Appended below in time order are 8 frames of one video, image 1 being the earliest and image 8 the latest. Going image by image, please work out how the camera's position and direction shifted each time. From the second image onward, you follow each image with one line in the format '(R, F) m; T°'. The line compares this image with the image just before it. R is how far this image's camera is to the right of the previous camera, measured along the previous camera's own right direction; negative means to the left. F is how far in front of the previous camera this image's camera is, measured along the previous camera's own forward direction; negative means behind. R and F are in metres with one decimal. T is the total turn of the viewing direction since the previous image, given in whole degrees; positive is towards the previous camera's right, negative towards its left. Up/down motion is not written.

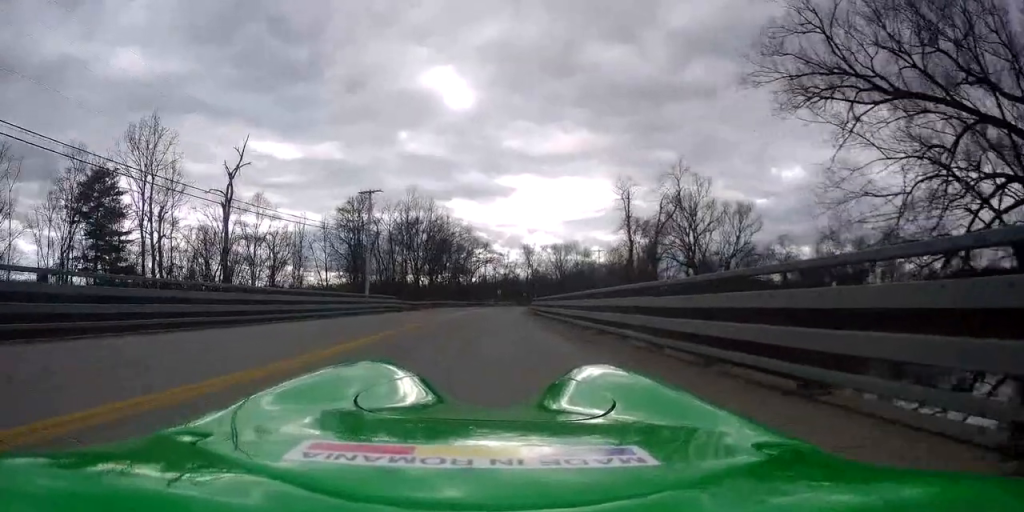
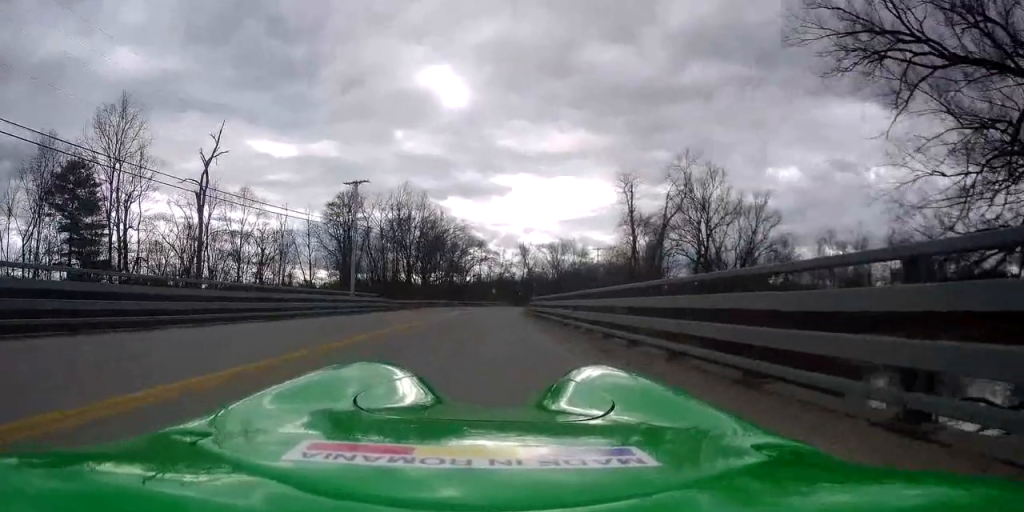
(+0.3, +3.9) m; +1°
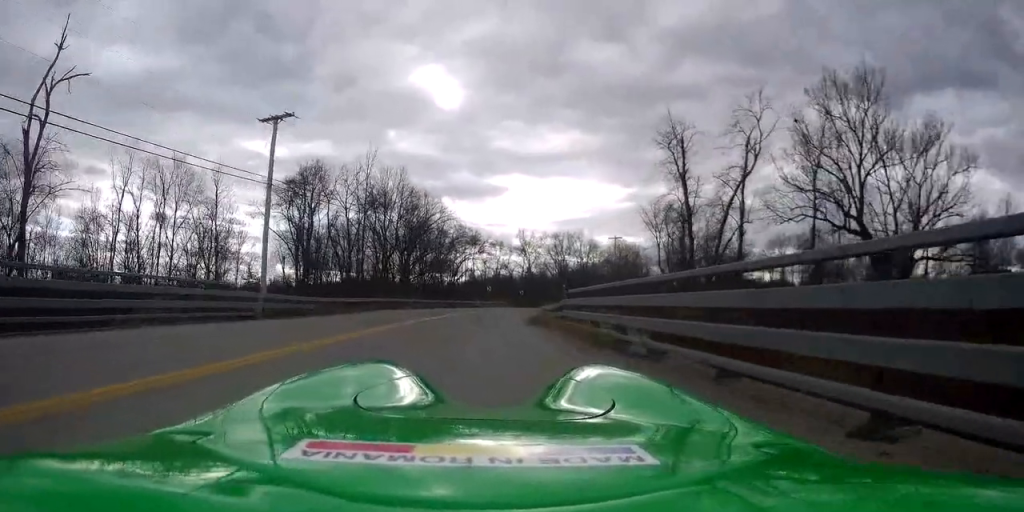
(-0.7, +19.8) m; -2°
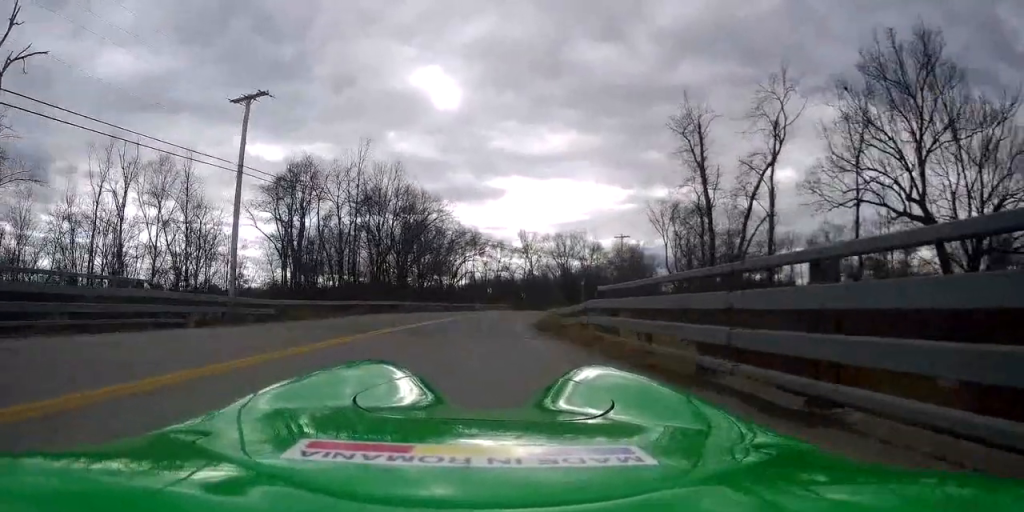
(+0.1, +4.2) m; +1°
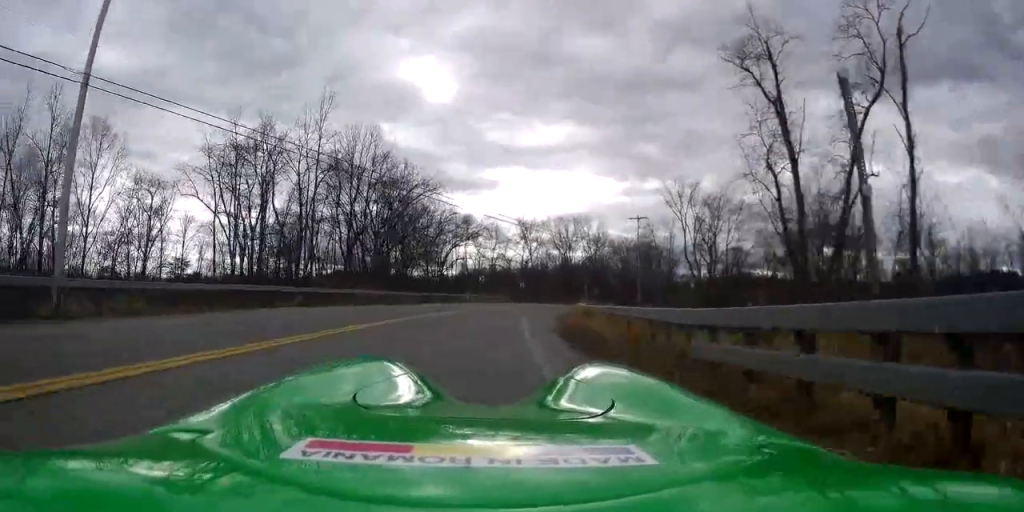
(+0.2, +13.3) m; -1°
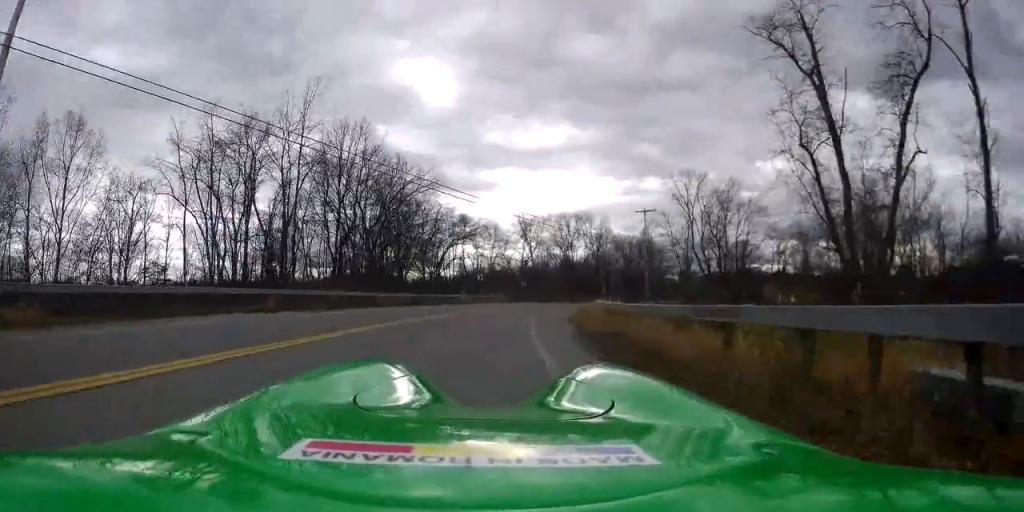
(0.0, +4.3) m; +1°
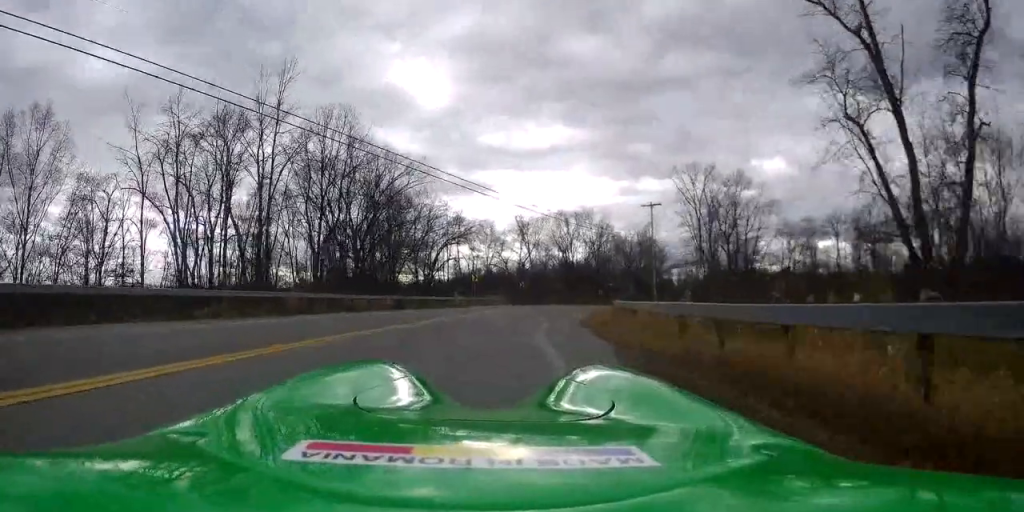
(0.0, +4.7) m; +2°
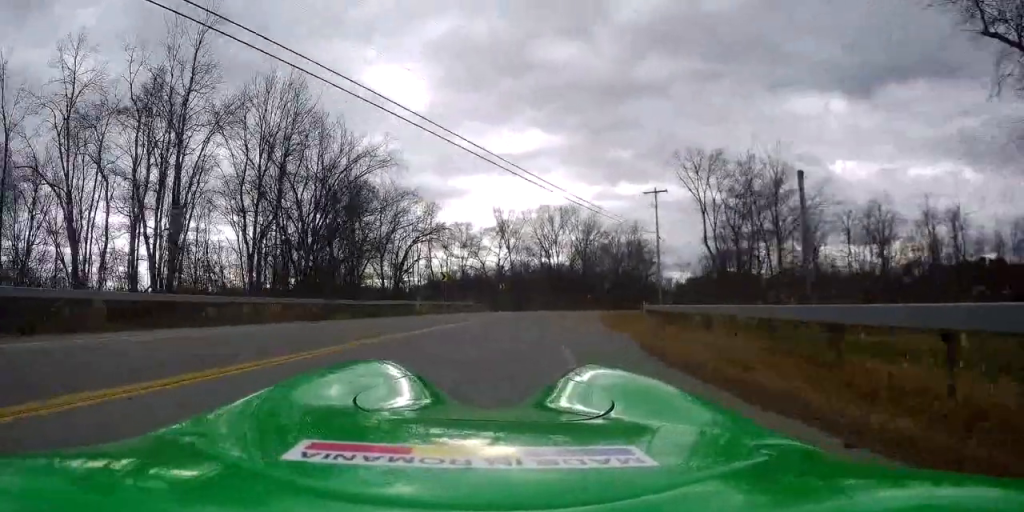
(+0.4, +10.8) m; +2°
